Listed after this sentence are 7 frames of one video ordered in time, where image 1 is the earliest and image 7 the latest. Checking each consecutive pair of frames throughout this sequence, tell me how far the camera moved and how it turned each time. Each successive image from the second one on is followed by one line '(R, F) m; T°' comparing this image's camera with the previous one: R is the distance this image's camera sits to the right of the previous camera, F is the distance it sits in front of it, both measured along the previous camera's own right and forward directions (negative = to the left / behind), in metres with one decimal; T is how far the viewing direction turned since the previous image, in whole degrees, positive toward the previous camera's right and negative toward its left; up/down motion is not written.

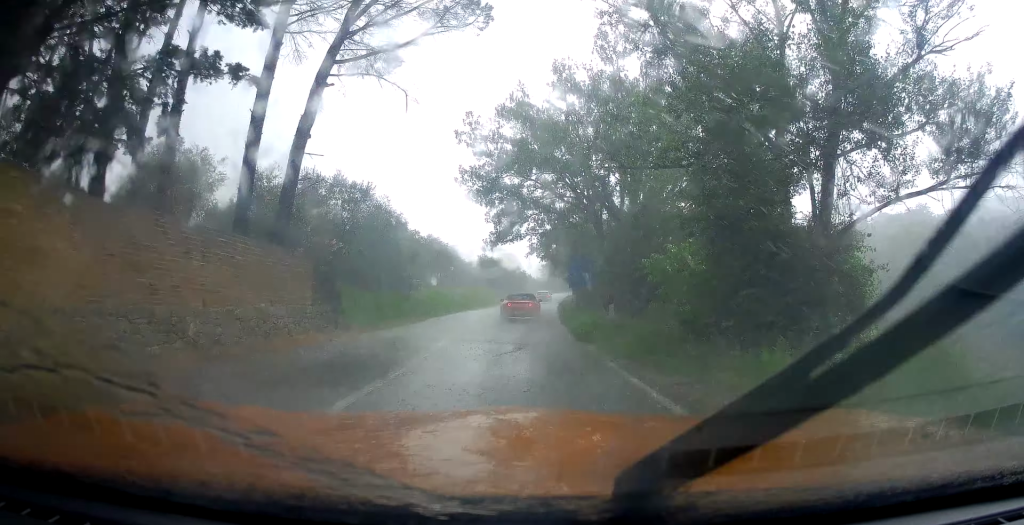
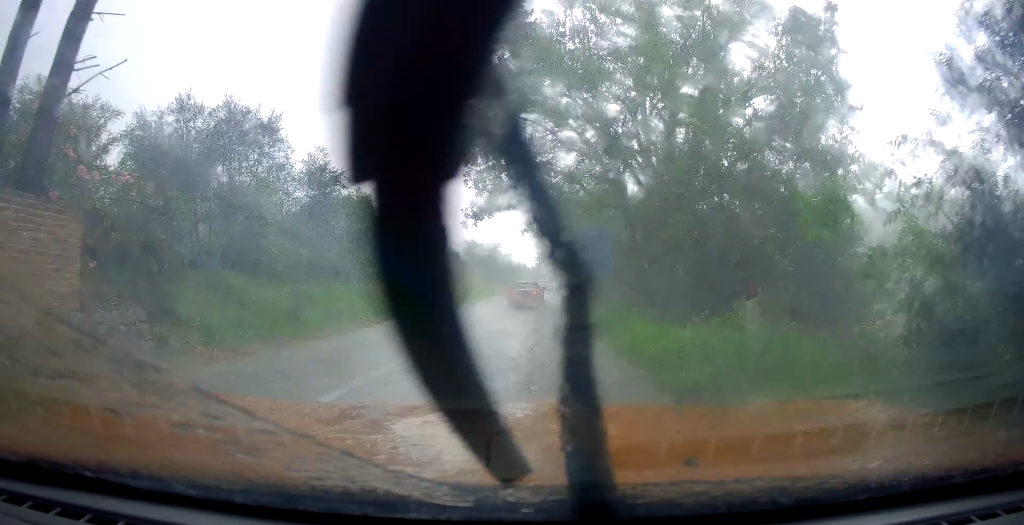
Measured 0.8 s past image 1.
(0.0, +9.2) m; 0°
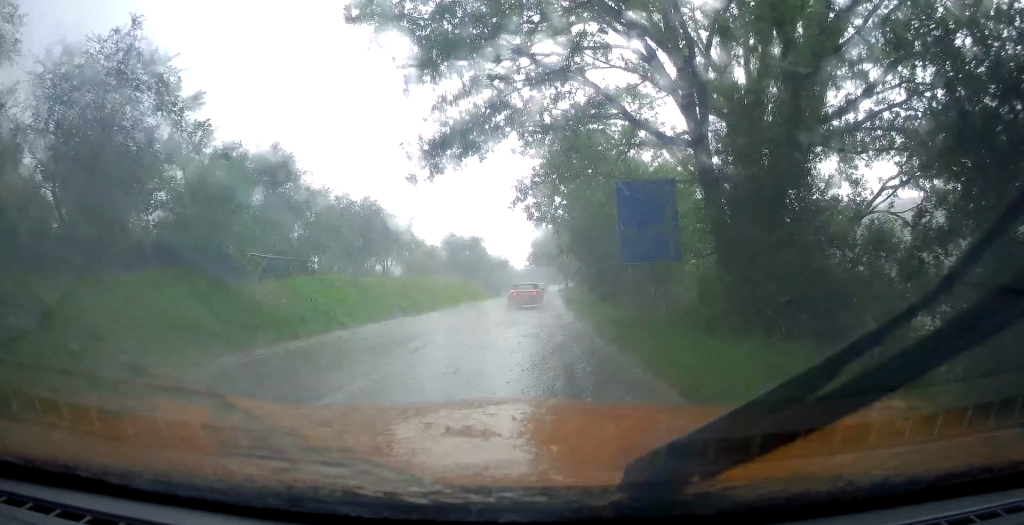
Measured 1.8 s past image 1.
(0.0, +11.3) m; 0°
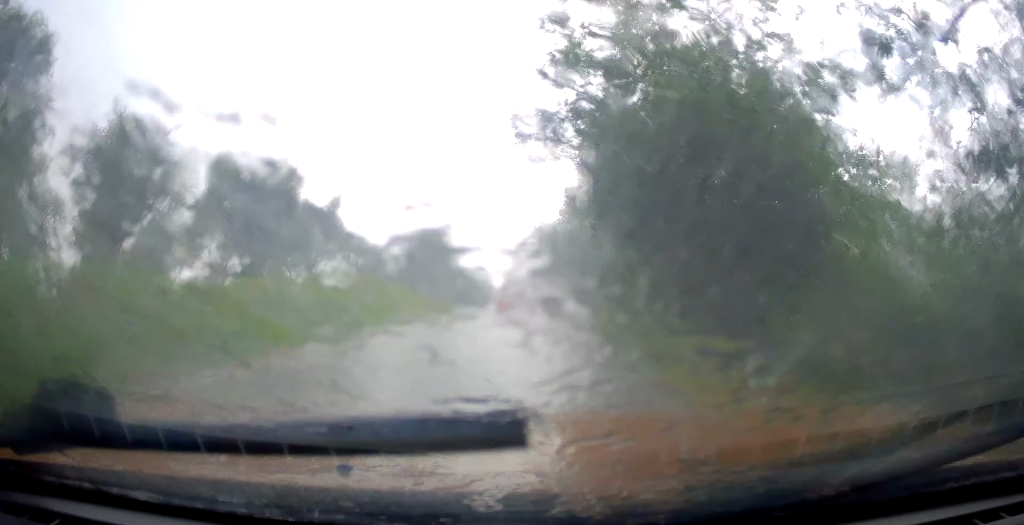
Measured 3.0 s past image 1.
(+0.2, +15.1) m; +2°
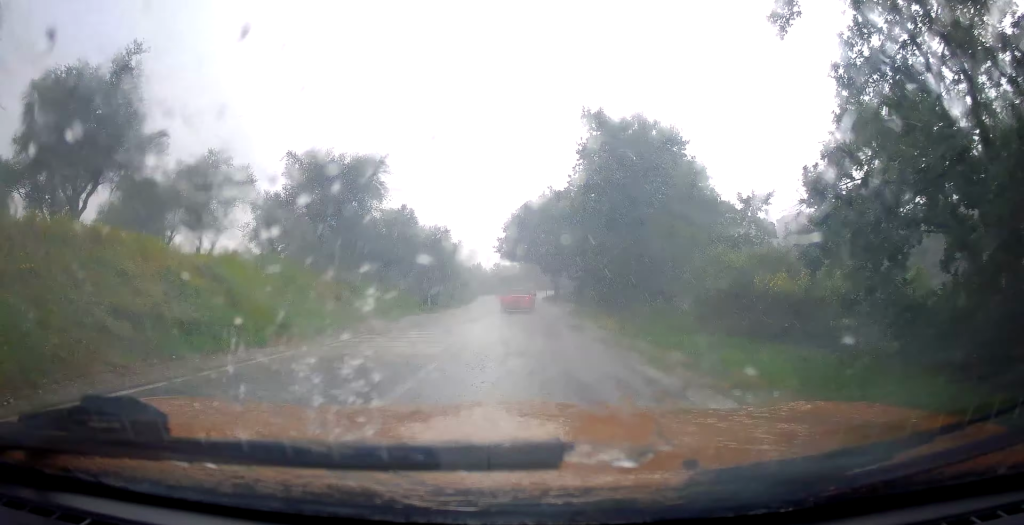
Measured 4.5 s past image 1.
(+0.2, +19.6) m; +1°
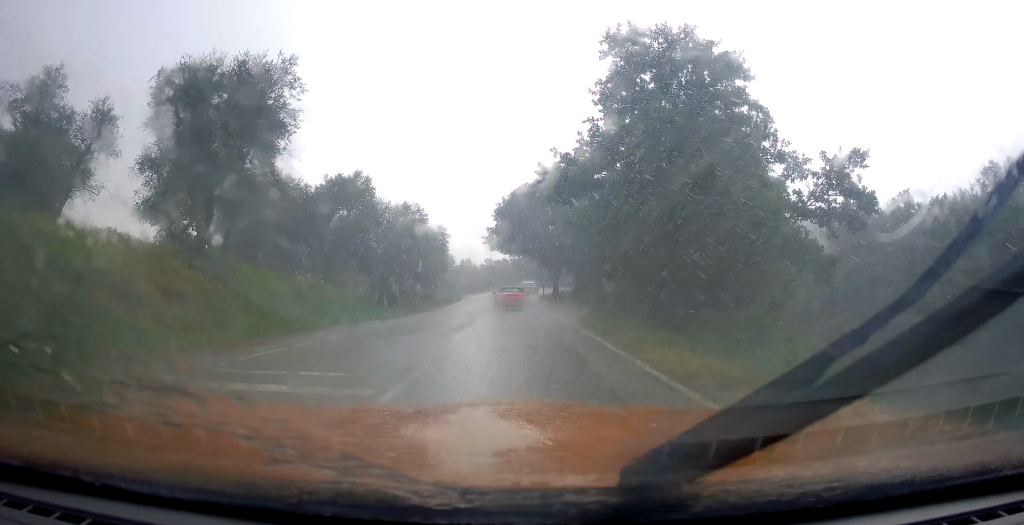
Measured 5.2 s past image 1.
(+0.1, +8.9) m; 0°
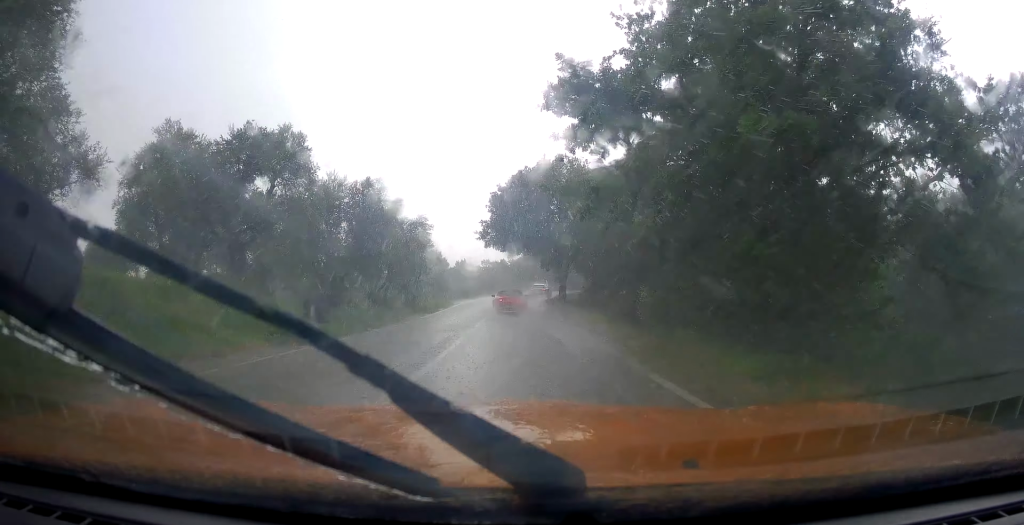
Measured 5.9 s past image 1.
(0.0, +8.3) m; 0°
